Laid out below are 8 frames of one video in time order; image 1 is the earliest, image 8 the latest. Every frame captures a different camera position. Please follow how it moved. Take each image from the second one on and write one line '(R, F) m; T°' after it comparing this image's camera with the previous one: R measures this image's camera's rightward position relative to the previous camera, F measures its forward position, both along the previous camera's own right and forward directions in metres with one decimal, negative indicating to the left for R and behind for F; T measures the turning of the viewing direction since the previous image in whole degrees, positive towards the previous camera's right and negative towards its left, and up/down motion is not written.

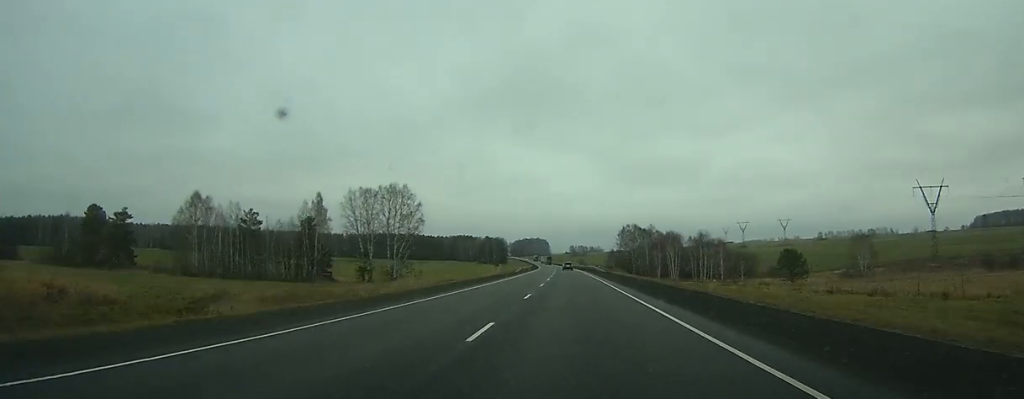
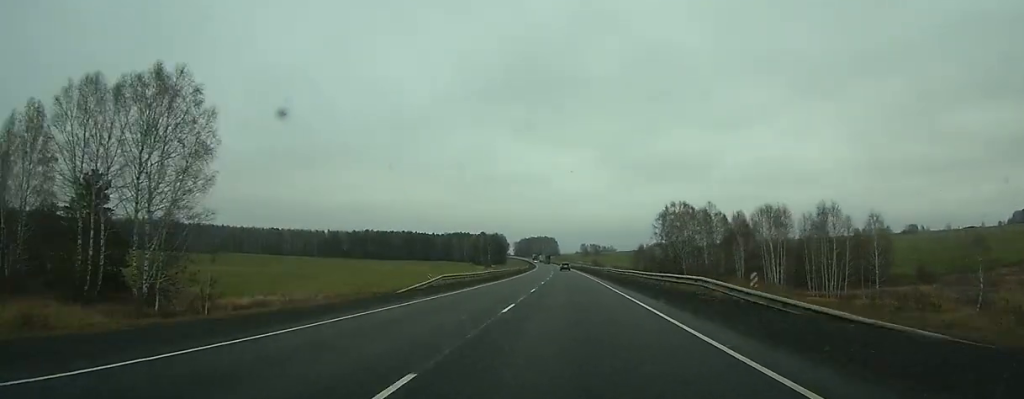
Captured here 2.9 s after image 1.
(-0.6, +75.3) m; -1°
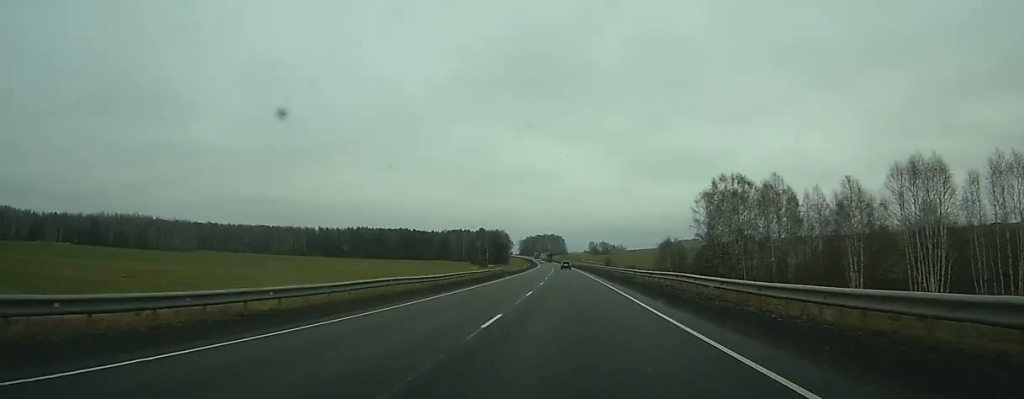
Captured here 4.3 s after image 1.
(-0.1, +41.3) m; -1°
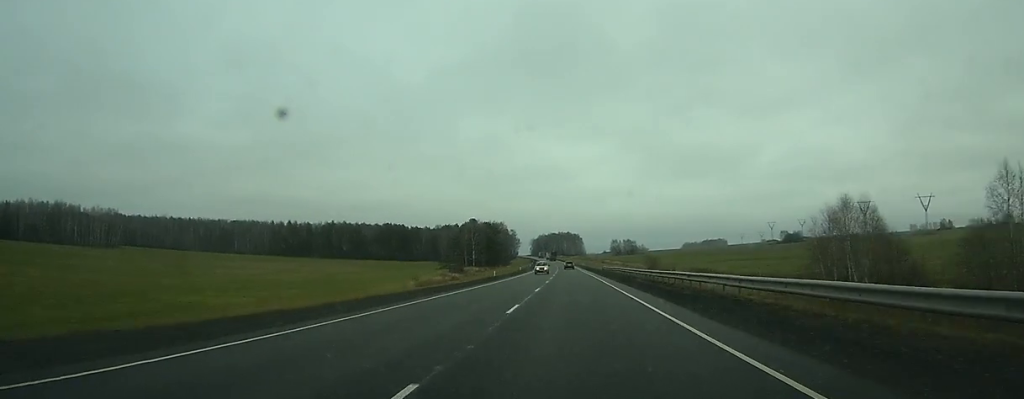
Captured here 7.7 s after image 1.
(-1.2, +94.6) m; -1°
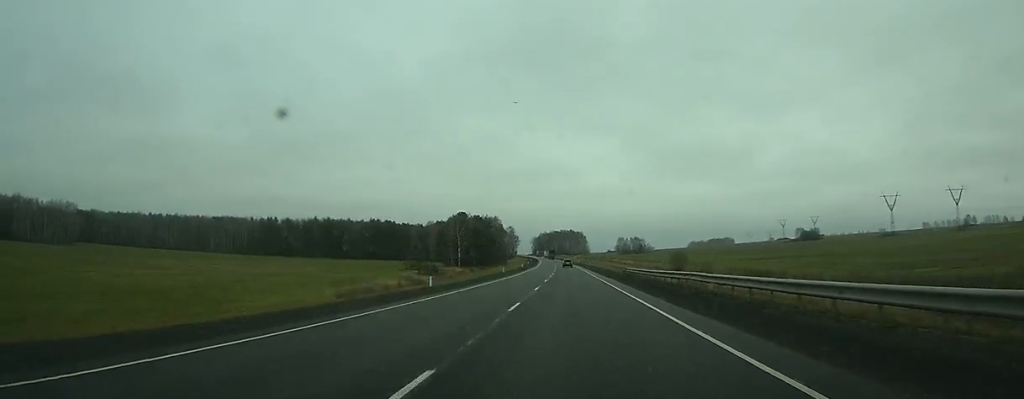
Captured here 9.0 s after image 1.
(-0.1, +34.1) m; 0°
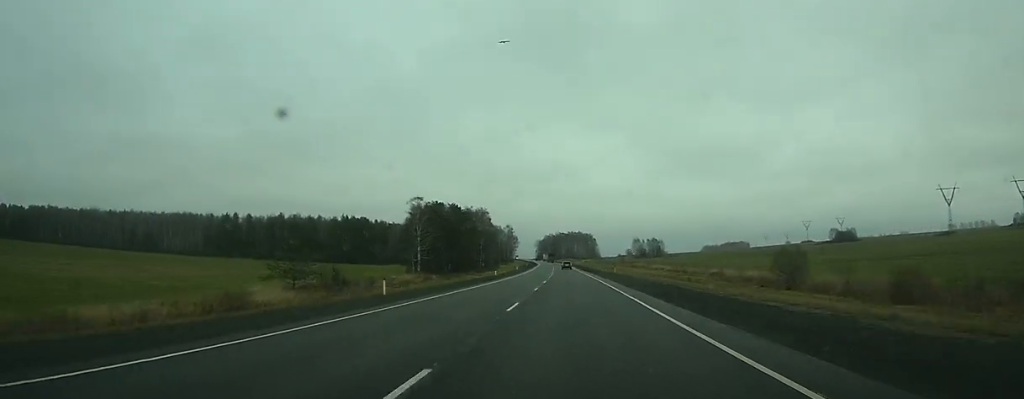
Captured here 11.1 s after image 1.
(-0.5, +57.0) m; -1°
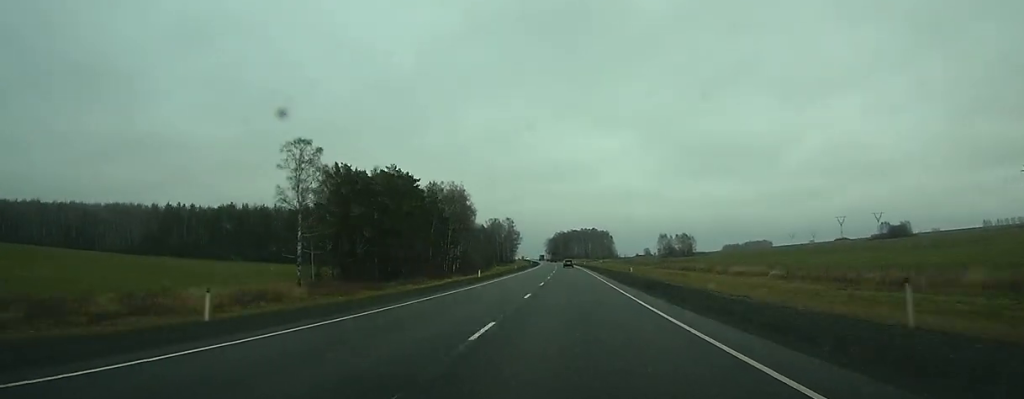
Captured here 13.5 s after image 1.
(-0.5, +65.8) m; -1°
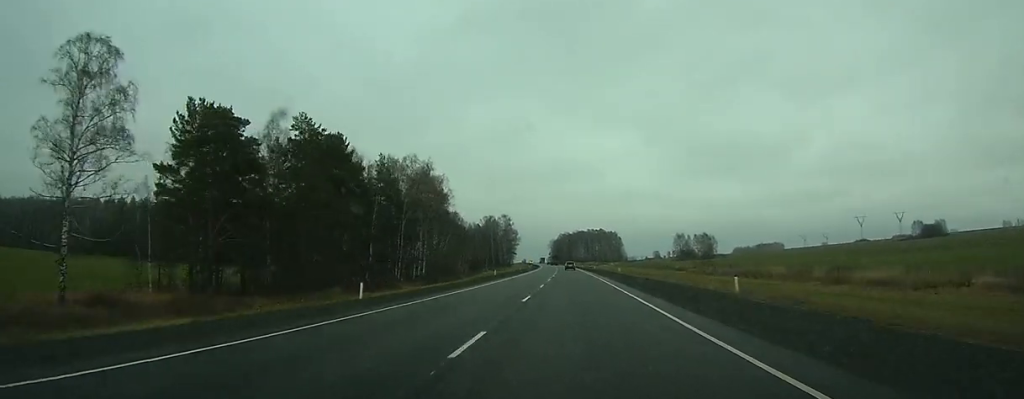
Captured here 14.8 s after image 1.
(-0.2, +39.4) m; -1°
